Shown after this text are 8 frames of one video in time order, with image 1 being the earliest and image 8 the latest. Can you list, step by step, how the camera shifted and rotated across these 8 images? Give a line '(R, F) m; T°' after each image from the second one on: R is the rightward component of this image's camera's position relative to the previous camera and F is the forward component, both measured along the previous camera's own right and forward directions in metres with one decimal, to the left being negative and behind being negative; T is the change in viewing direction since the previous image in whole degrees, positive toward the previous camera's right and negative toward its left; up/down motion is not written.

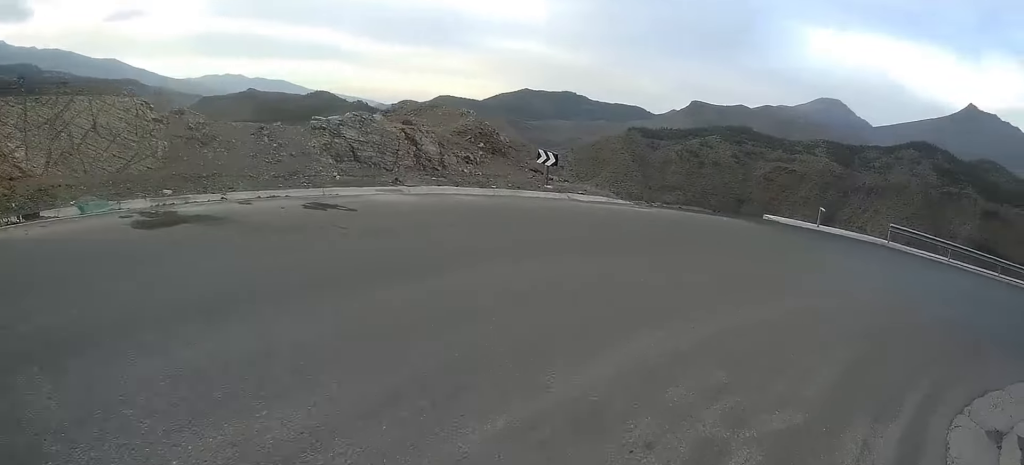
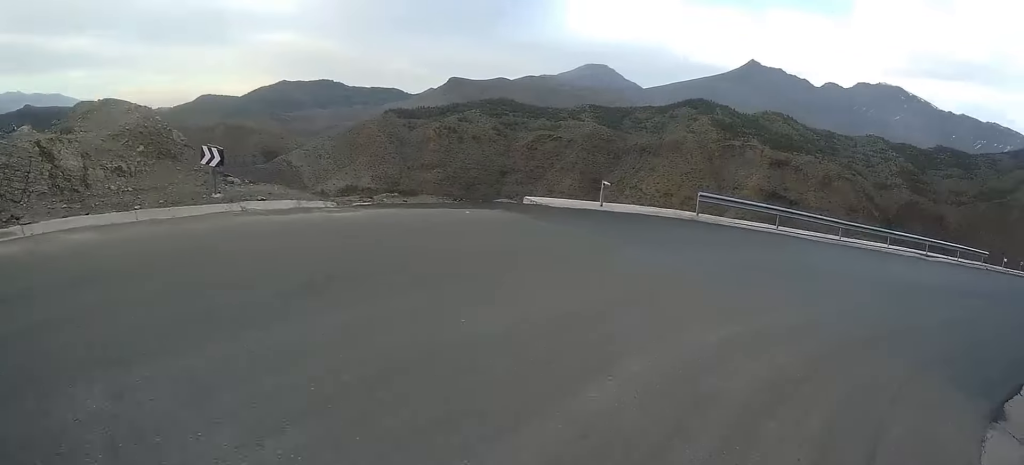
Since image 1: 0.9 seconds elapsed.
(+0.7, +5.5) m; +16°
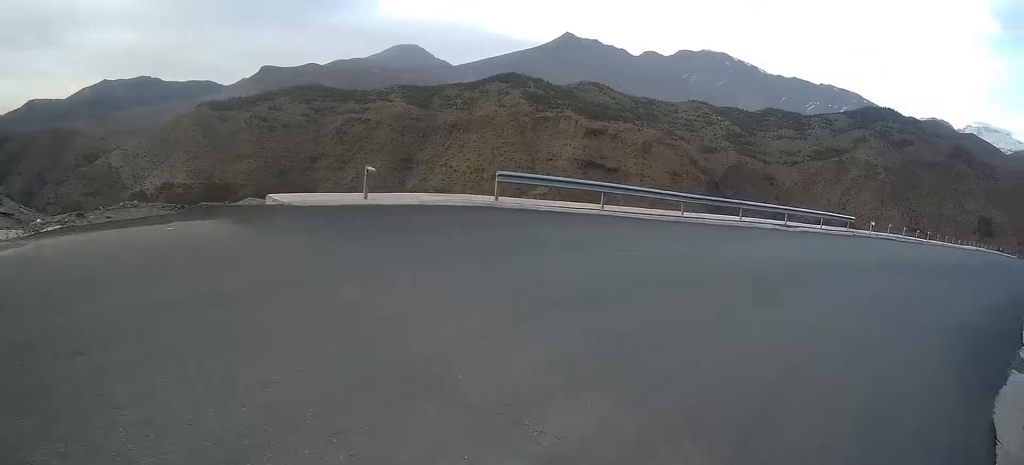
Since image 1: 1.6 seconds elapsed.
(+0.7, +4.2) m; +10°
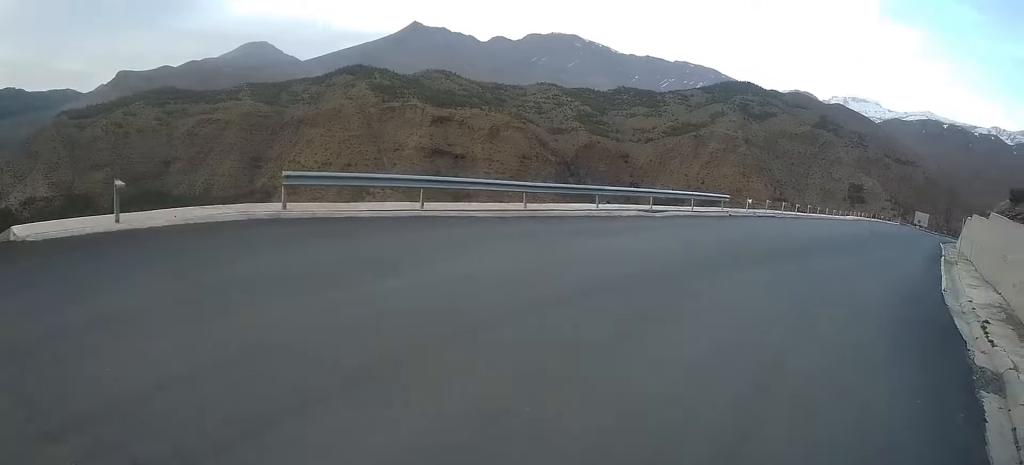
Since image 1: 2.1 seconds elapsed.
(+0.2, +3.6) m; +7°
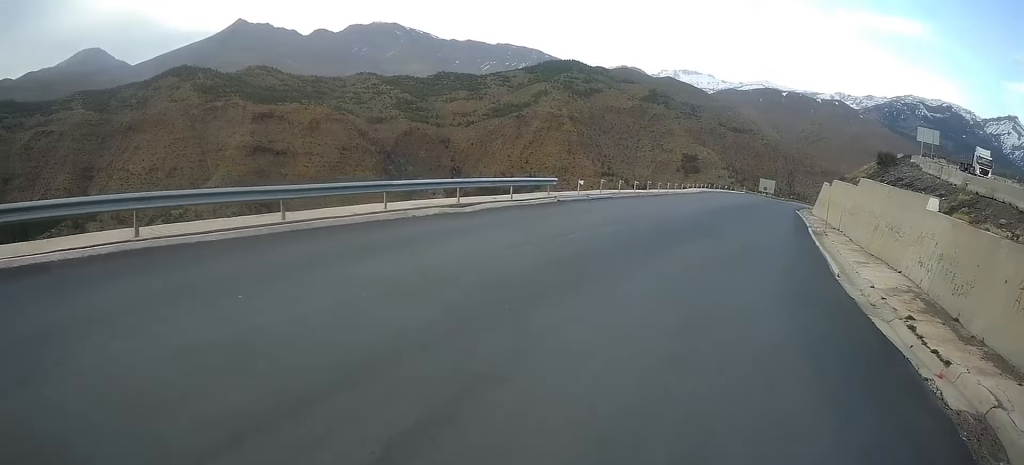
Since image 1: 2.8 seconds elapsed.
(+0.2, +4.5) m; +5°
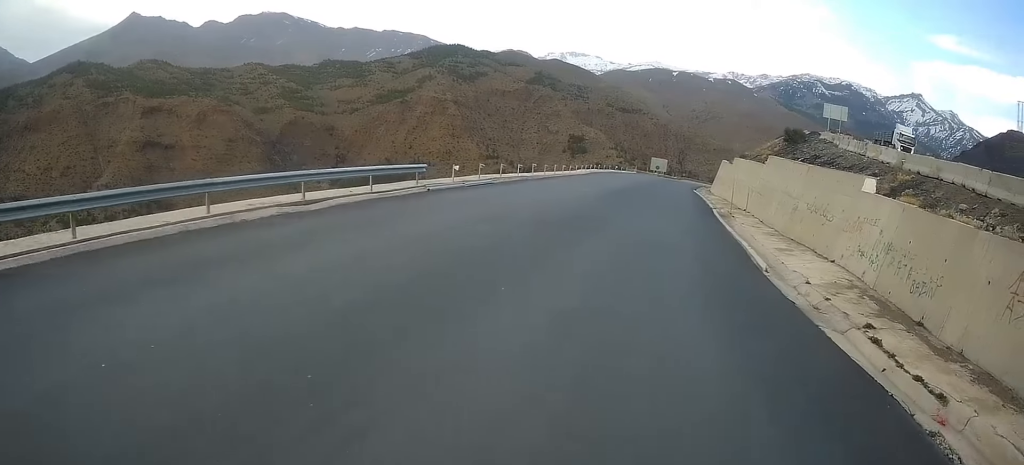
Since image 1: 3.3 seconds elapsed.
(+0.1, +3.3) m; +5°
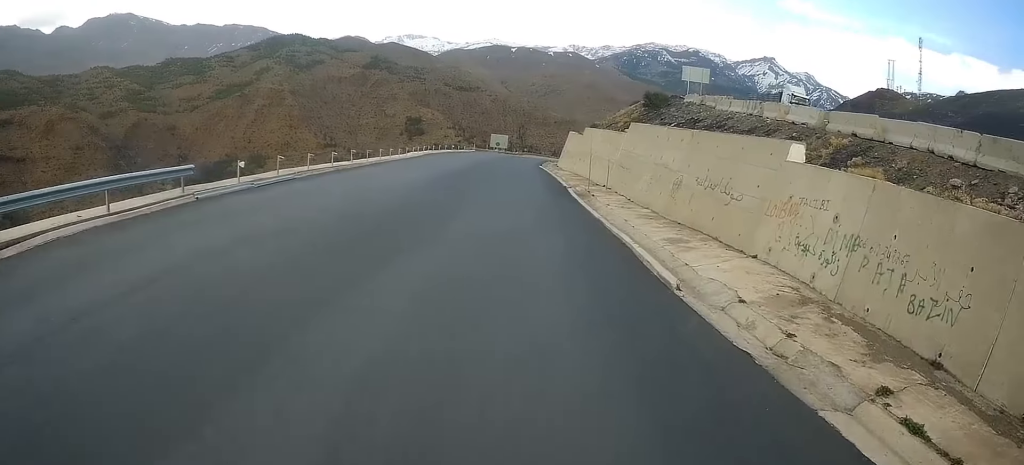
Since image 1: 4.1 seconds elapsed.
(+0.3, +6.0) m; +11°
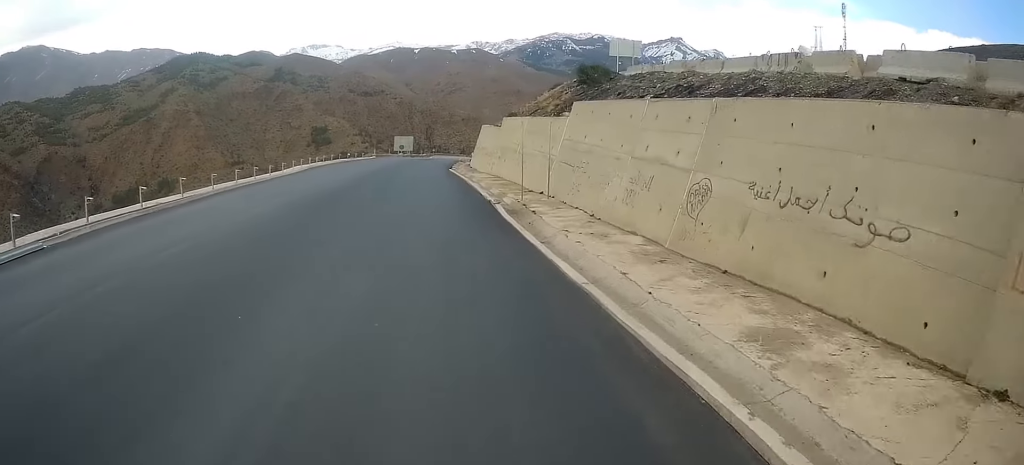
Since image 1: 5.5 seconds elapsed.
(+2.7, +10.8) m; +19°
